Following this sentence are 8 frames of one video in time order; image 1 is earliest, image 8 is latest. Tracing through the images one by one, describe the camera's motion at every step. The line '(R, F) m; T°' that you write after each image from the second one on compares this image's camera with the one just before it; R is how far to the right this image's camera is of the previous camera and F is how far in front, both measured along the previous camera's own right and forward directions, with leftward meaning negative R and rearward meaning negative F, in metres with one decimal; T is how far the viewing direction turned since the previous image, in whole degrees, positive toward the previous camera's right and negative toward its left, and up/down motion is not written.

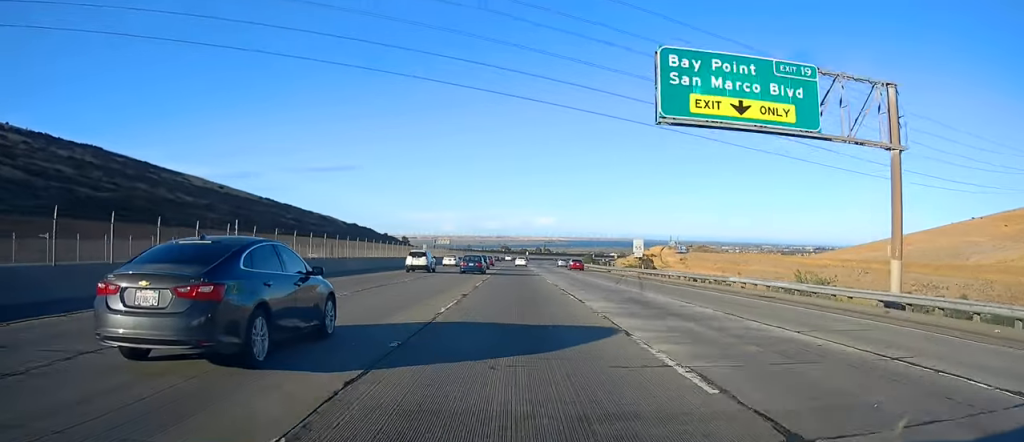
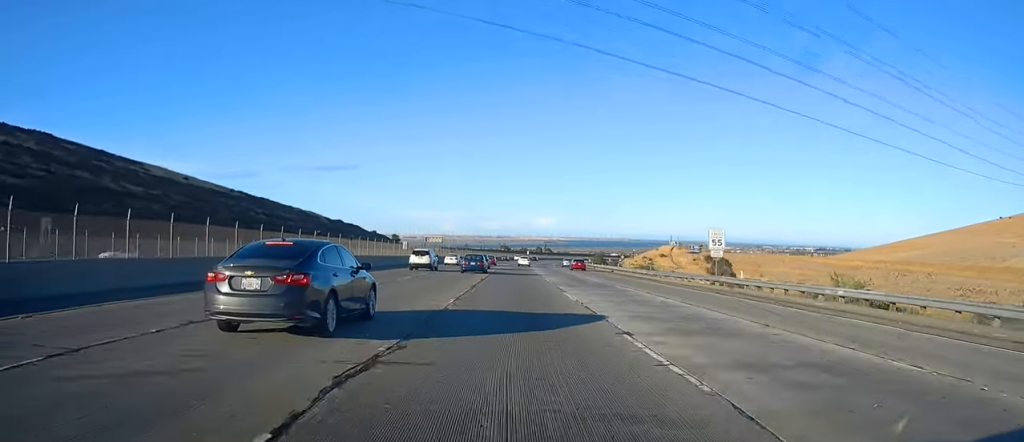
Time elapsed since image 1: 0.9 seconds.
(+0.1, +29.5) m; 0°
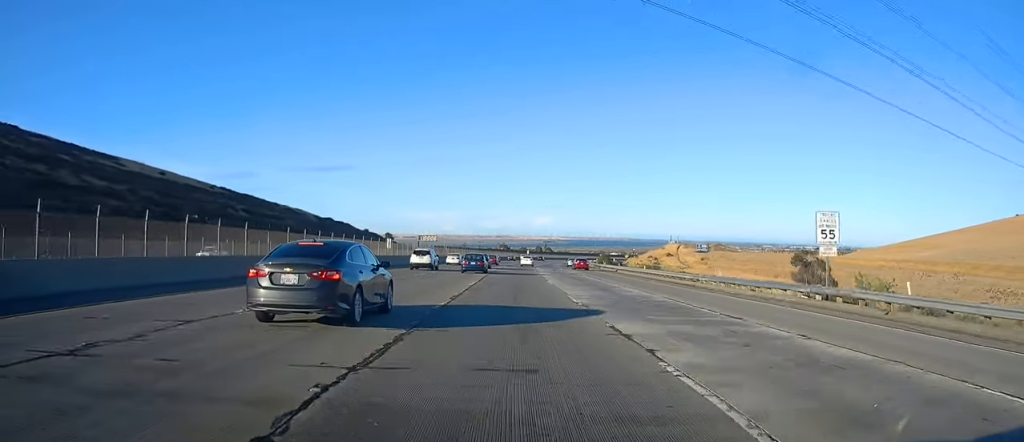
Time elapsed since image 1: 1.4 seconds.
(0.0, +17.0) m; 0°
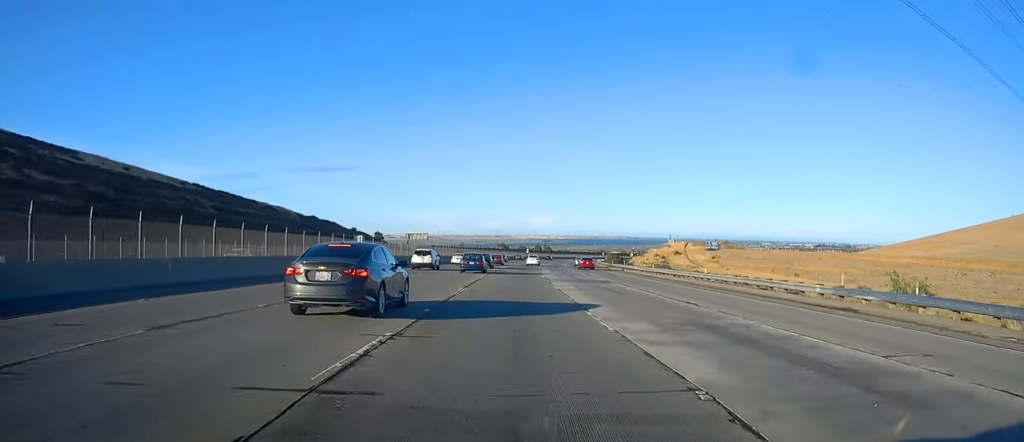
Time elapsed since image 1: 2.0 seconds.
(0.0, +21.5) m; 0°
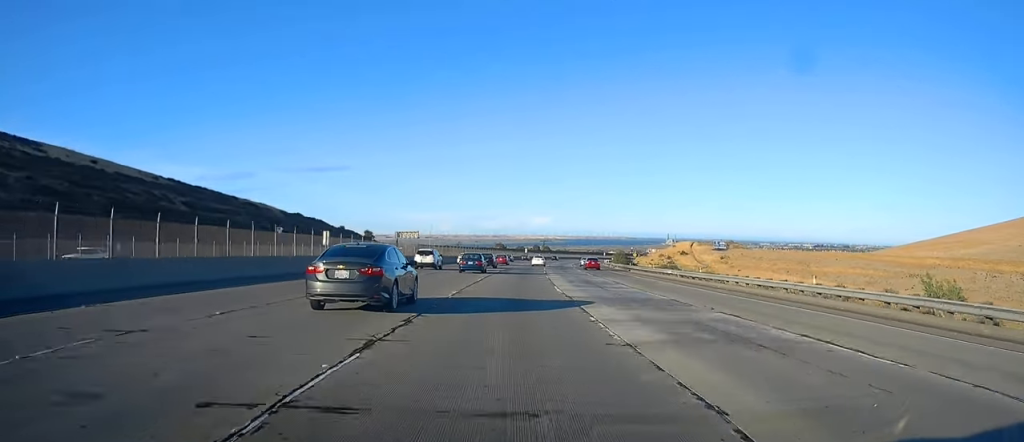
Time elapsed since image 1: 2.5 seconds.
(0.0, +17.0) m; 0°
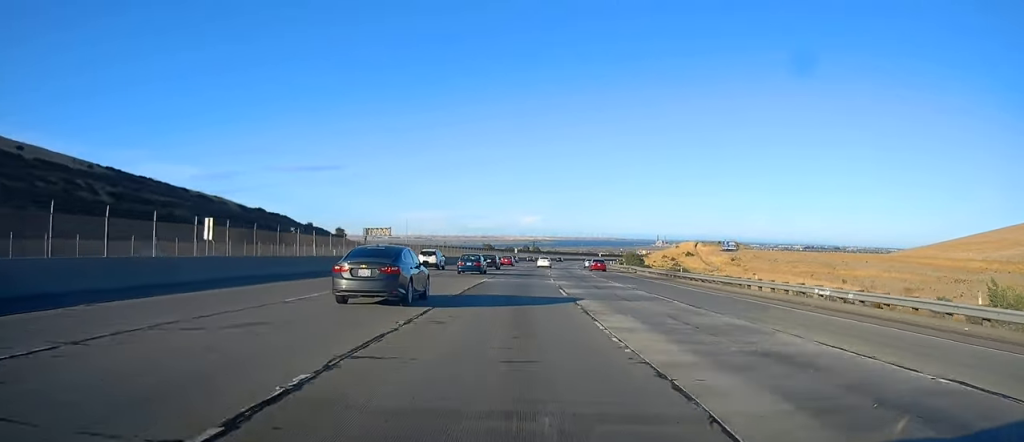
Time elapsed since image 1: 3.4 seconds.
(+0.1, +30.5) m; +1°
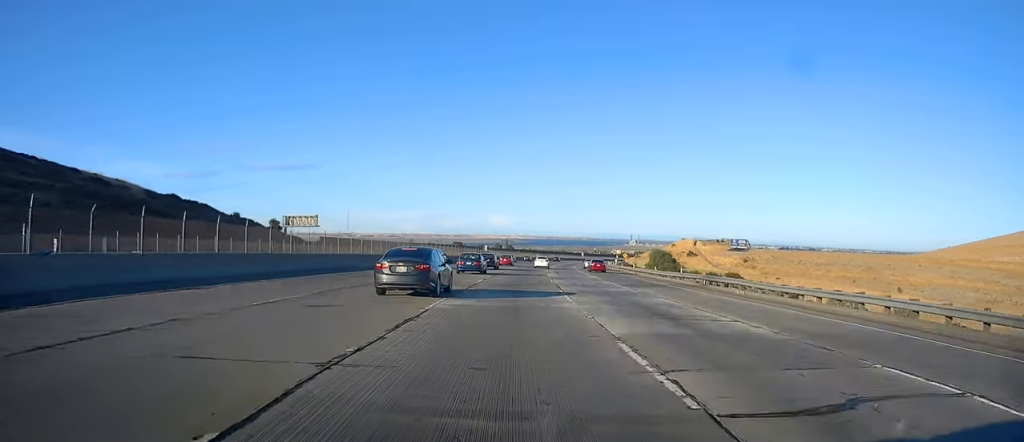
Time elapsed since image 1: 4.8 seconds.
(+0.4, +46.2) m; +1°
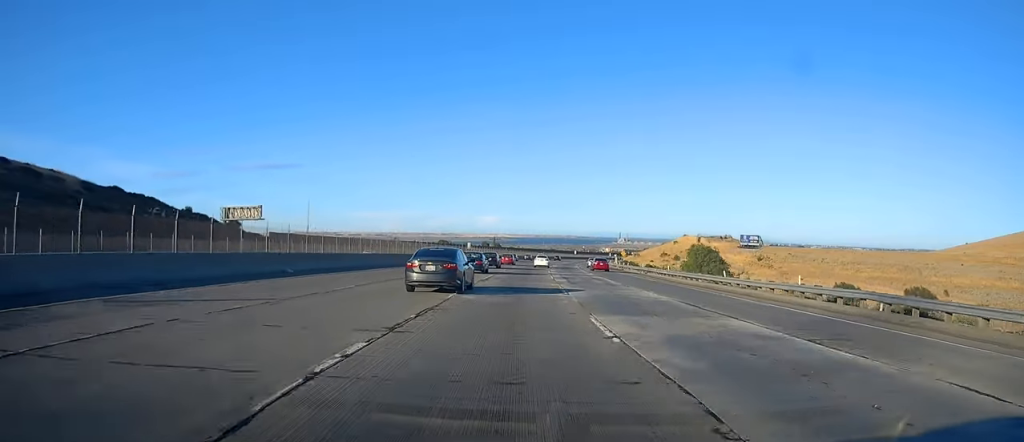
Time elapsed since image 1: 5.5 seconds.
(+0.2, +24.7) m; +1°
